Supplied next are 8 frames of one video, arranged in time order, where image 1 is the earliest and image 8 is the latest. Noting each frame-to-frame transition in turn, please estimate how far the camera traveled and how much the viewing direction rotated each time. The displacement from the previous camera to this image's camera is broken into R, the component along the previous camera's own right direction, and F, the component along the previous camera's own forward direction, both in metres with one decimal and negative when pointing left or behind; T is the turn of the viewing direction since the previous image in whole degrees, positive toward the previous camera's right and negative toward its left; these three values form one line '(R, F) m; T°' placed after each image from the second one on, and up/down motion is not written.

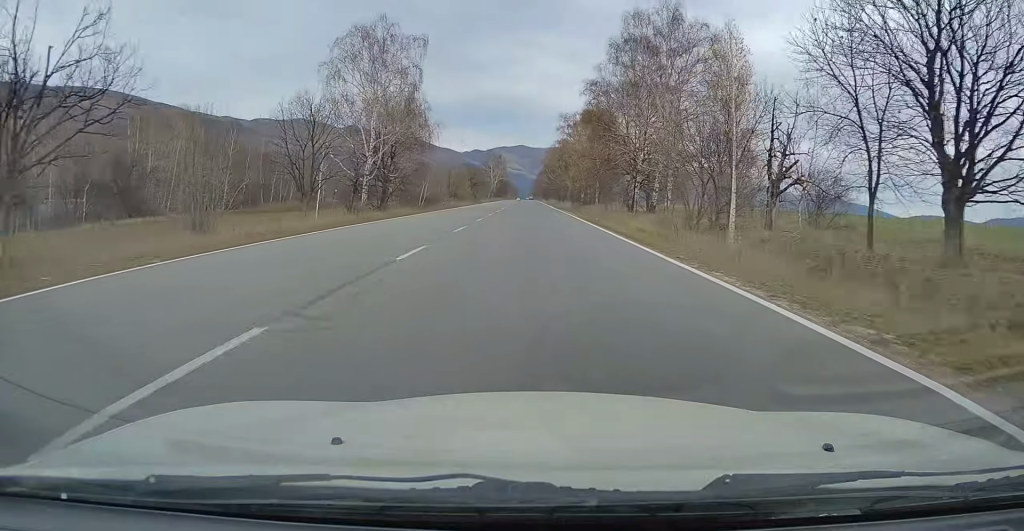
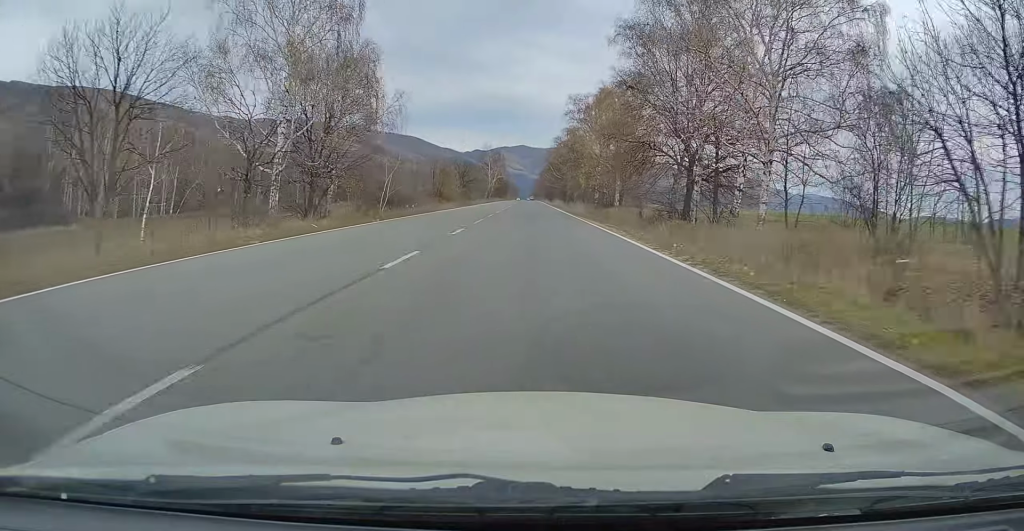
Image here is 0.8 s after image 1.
(-0.2, +19.6) m; -1°
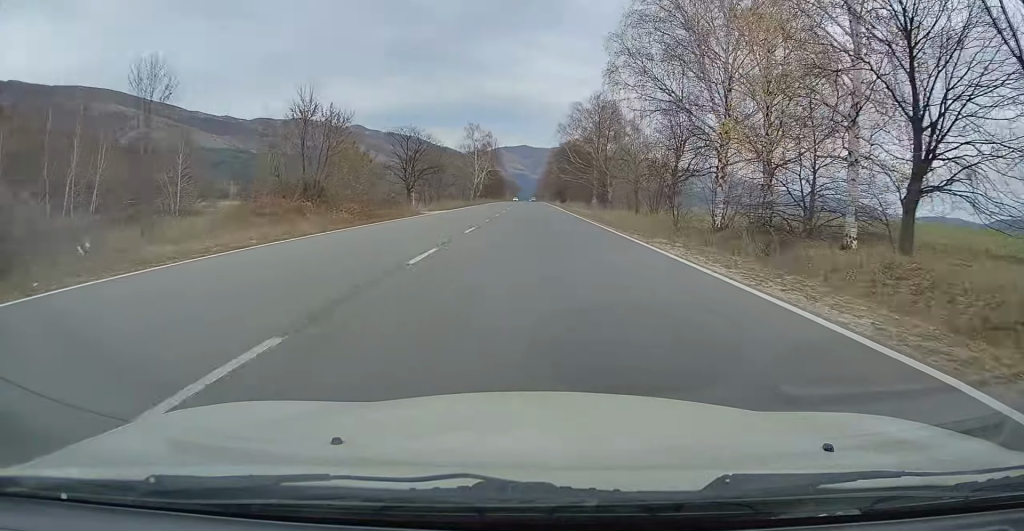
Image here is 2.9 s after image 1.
(+0.2, +54.0) m; +1°
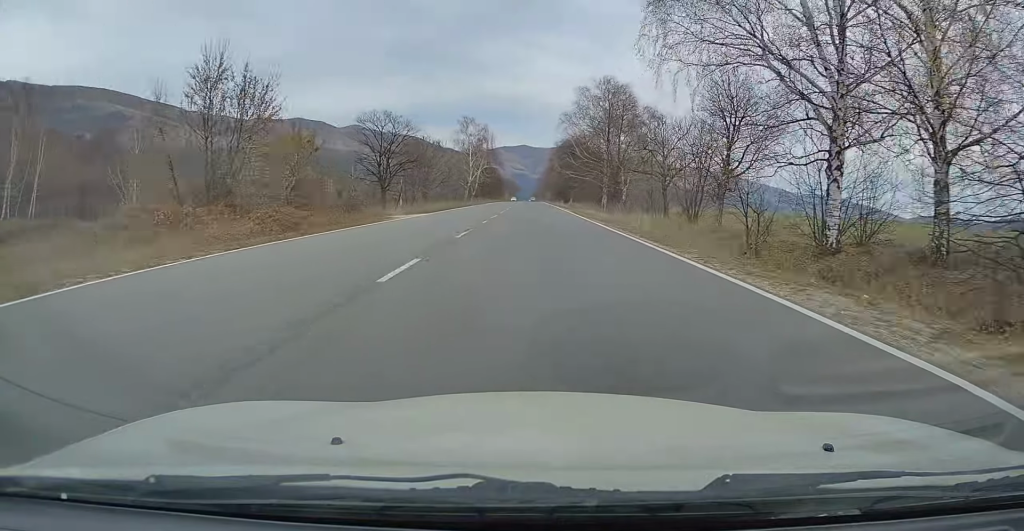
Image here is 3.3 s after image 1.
(+0.1, +12.0) m; 0°
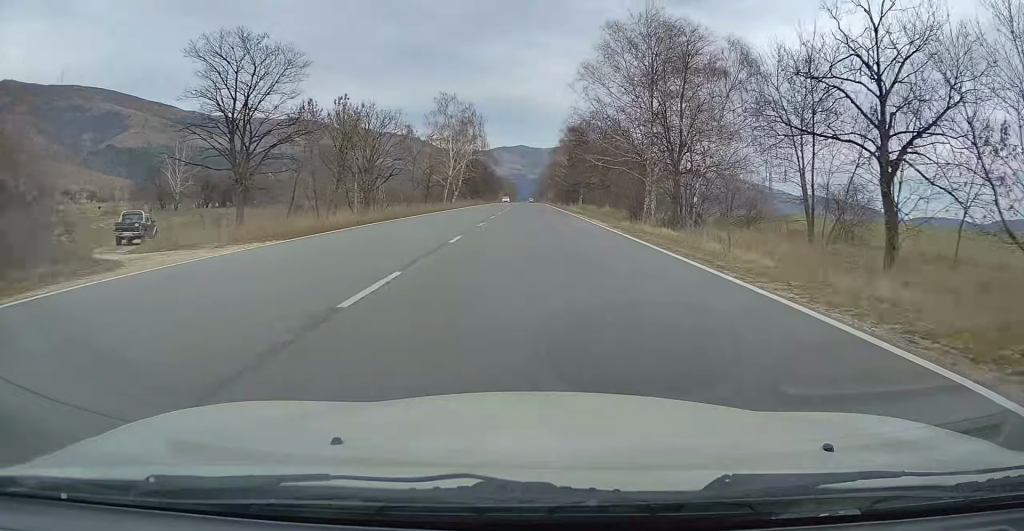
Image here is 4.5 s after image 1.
(-0.4, +29.2) m; 0°
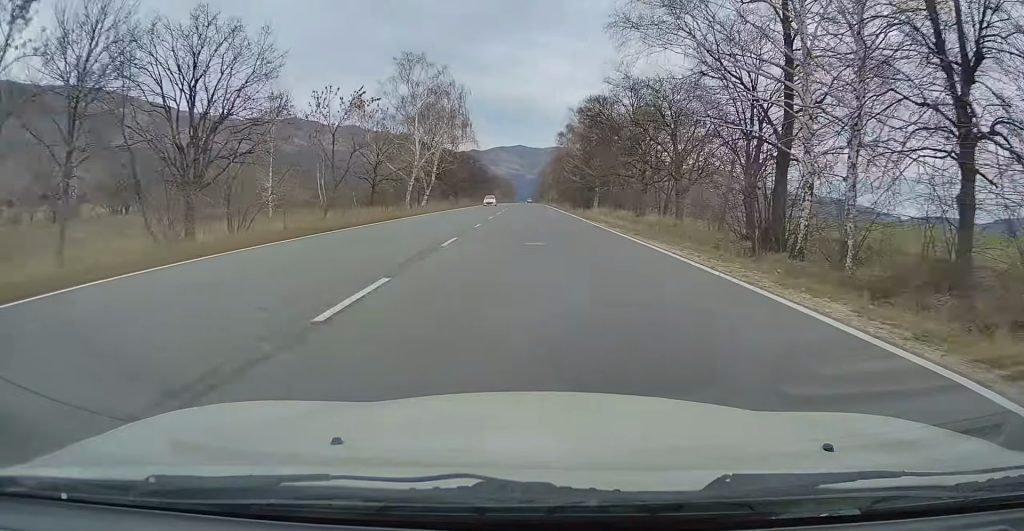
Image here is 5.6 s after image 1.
(+0.2, +28.4) m; +1°
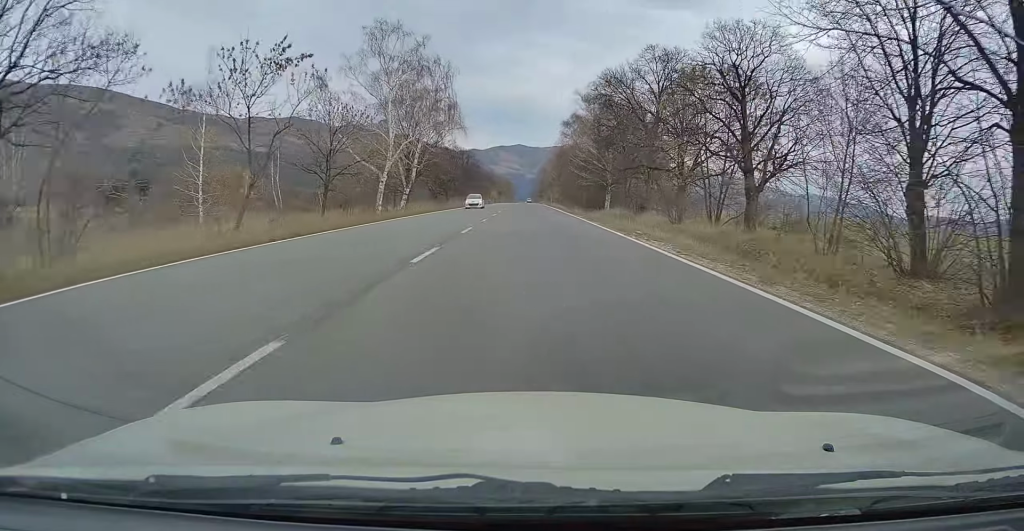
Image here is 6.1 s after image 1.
(+0.2, +12.9) m; 0°
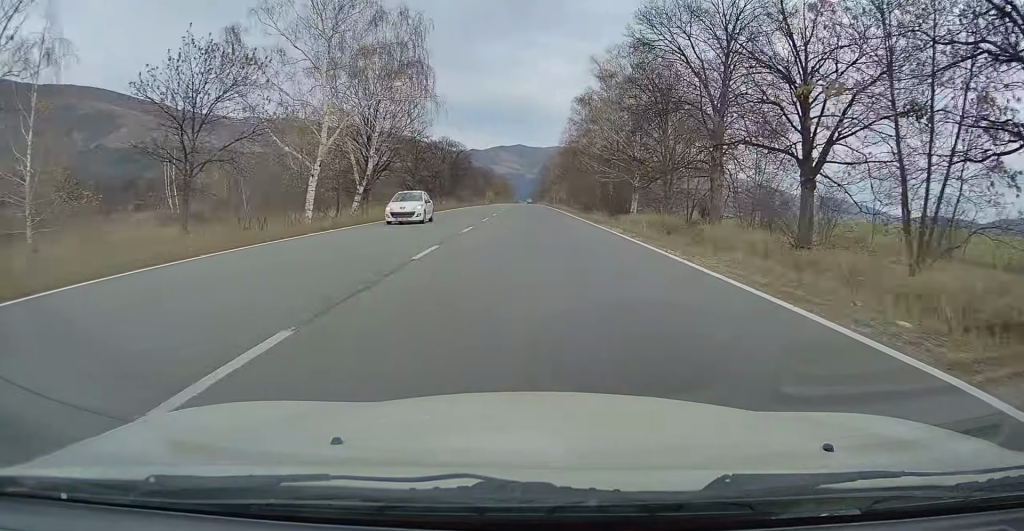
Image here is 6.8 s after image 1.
(-0.2, +18.1) m; 0°
